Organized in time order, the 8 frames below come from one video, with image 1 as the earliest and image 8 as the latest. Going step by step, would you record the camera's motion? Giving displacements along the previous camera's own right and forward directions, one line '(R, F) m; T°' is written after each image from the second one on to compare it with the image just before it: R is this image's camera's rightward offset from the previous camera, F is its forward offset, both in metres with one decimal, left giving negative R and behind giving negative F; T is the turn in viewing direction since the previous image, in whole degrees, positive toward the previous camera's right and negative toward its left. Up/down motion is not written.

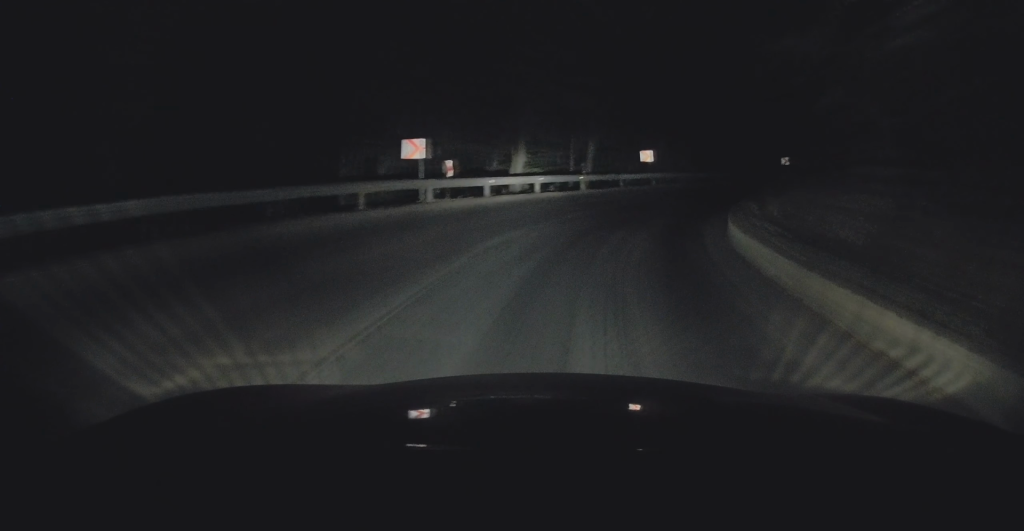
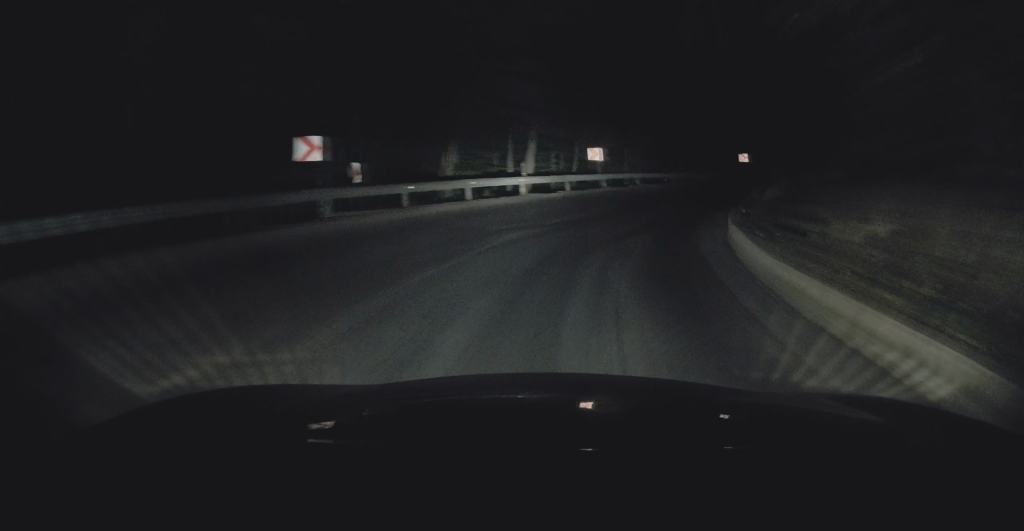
(0.0, +4.5) m; +3°
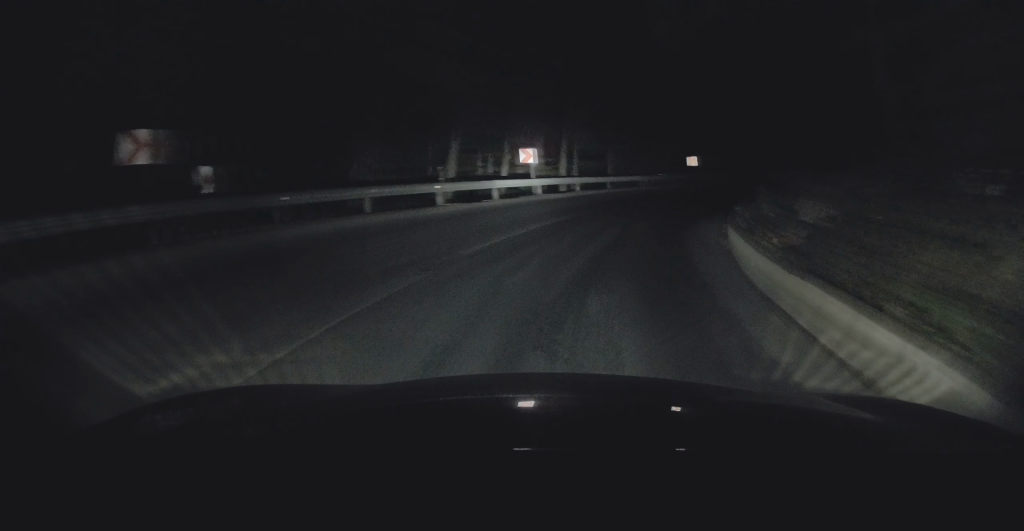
(+0.2, +4.8) m; +4°
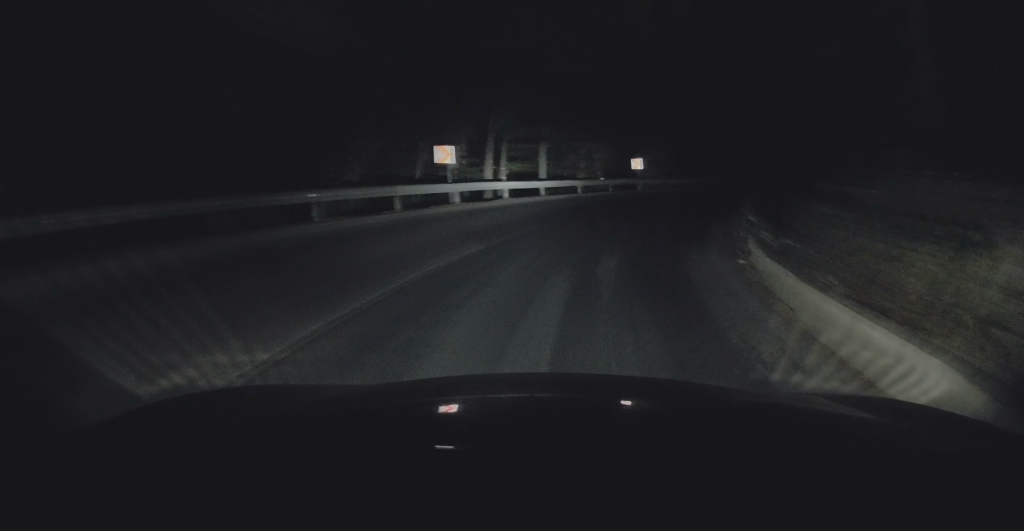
(+0.1, +5.6) m; +4°
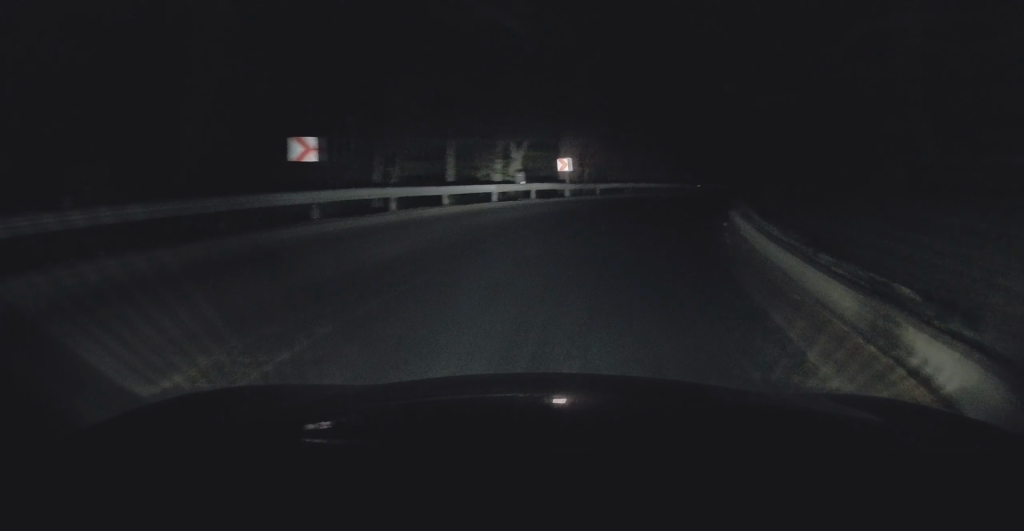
(+0.5, +6.8) m; +3°
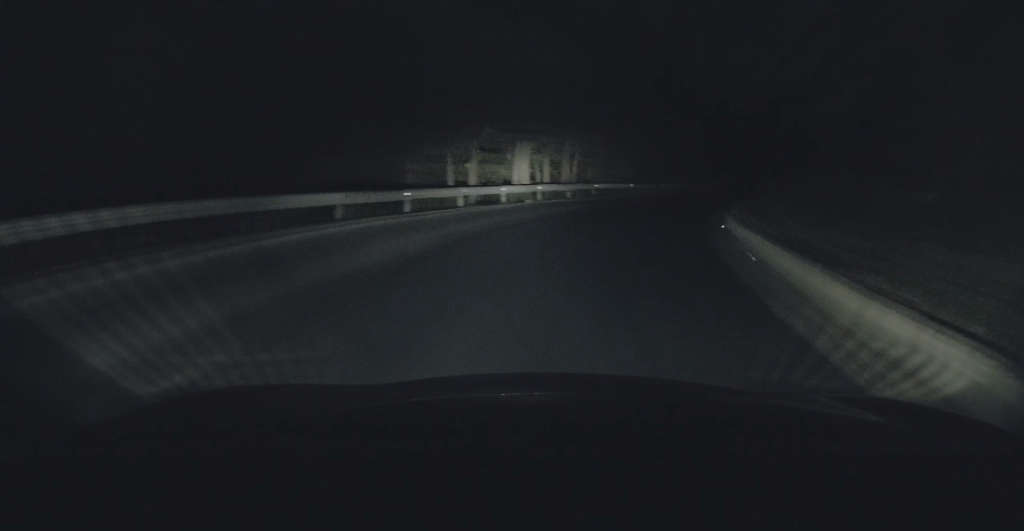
(+2.8, +28.2) m; +22°
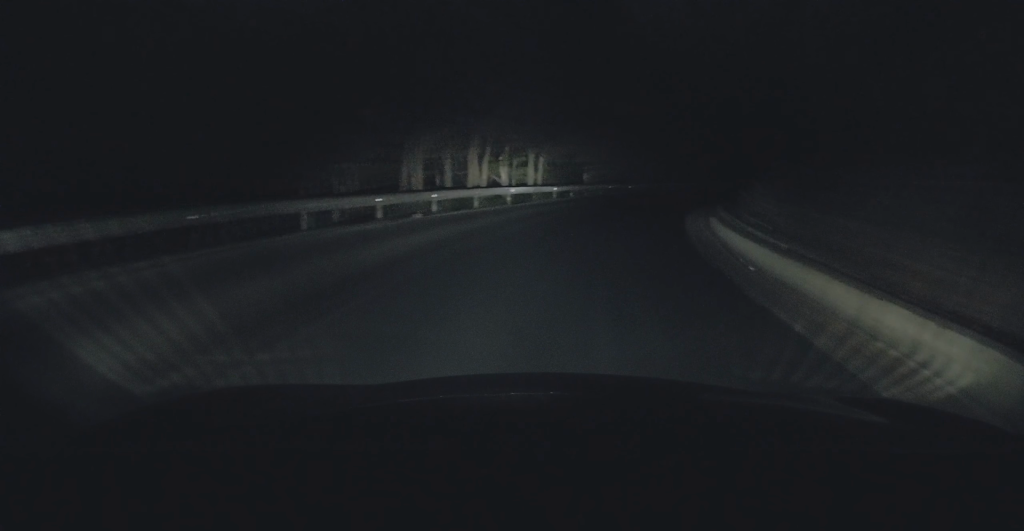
(+0.5, +6.3) m; +17°
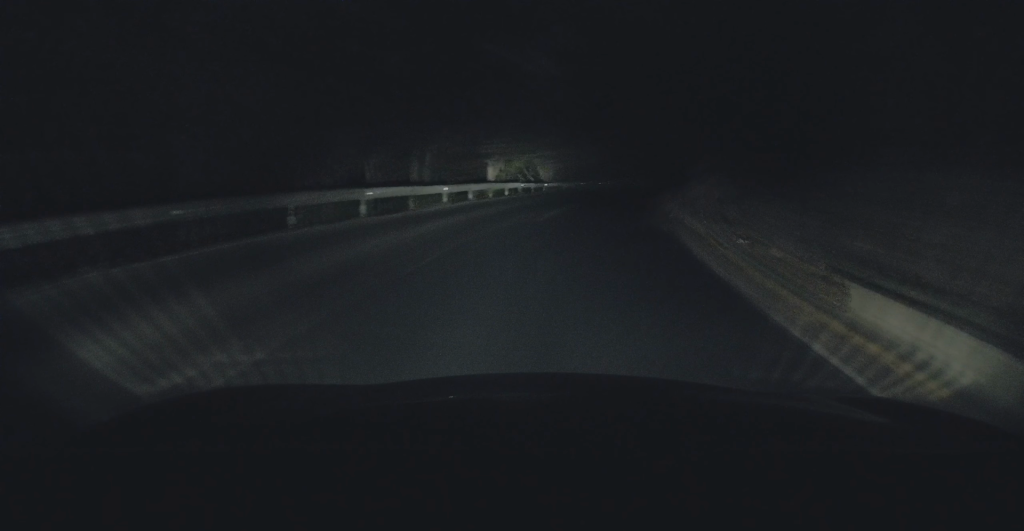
(+2.5, +8.9) m; +25°
